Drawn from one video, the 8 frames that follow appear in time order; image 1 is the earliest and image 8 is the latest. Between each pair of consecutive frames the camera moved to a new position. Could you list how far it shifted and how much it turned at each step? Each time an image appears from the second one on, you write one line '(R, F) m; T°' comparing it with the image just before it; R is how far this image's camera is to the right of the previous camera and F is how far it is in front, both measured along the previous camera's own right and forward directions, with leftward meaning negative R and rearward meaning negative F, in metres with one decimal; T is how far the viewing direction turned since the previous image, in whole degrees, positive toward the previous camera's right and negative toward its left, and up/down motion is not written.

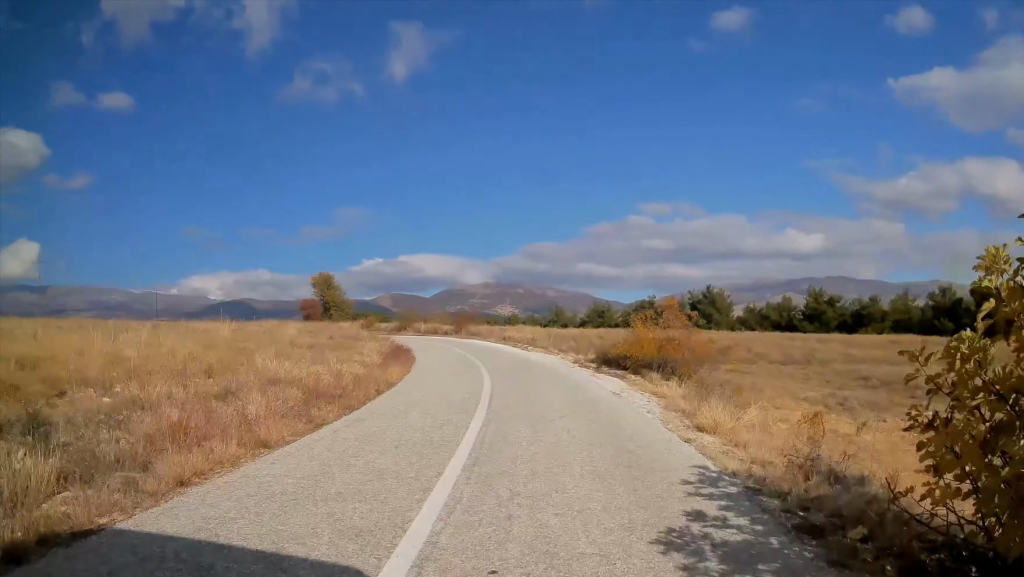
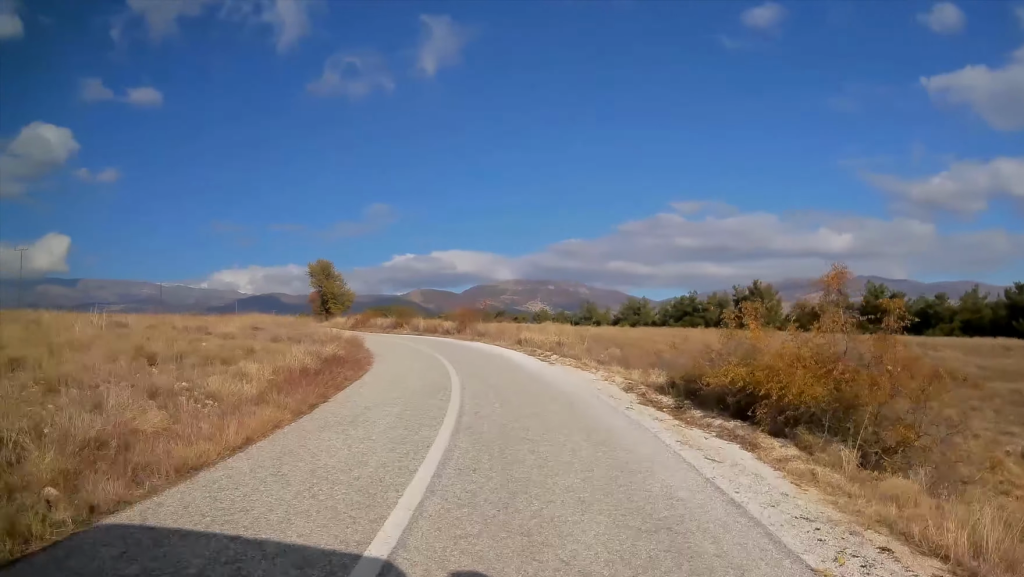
(-0.3, +11.6) m; -3°
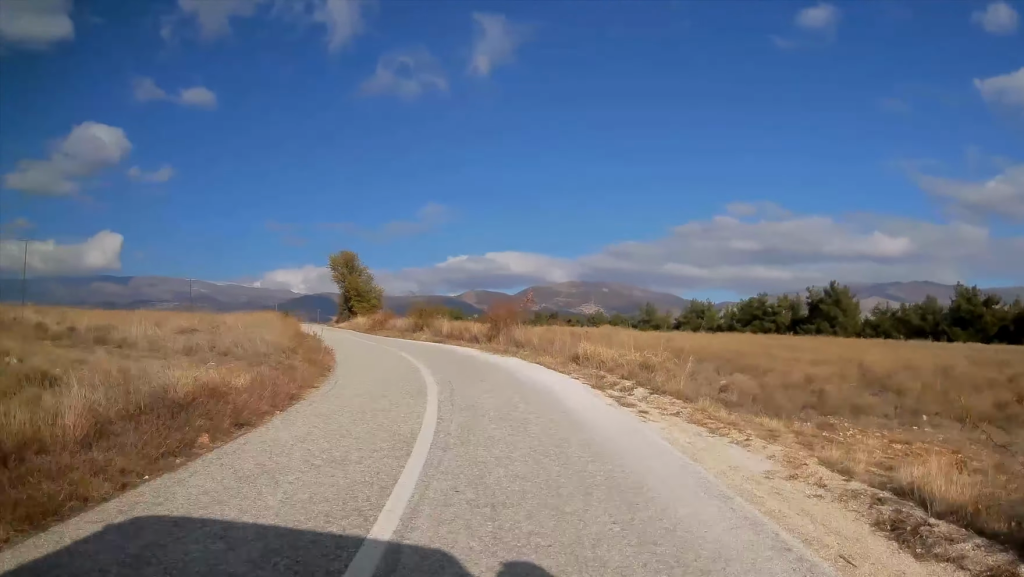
(-0.3, +10.5) m; -8°
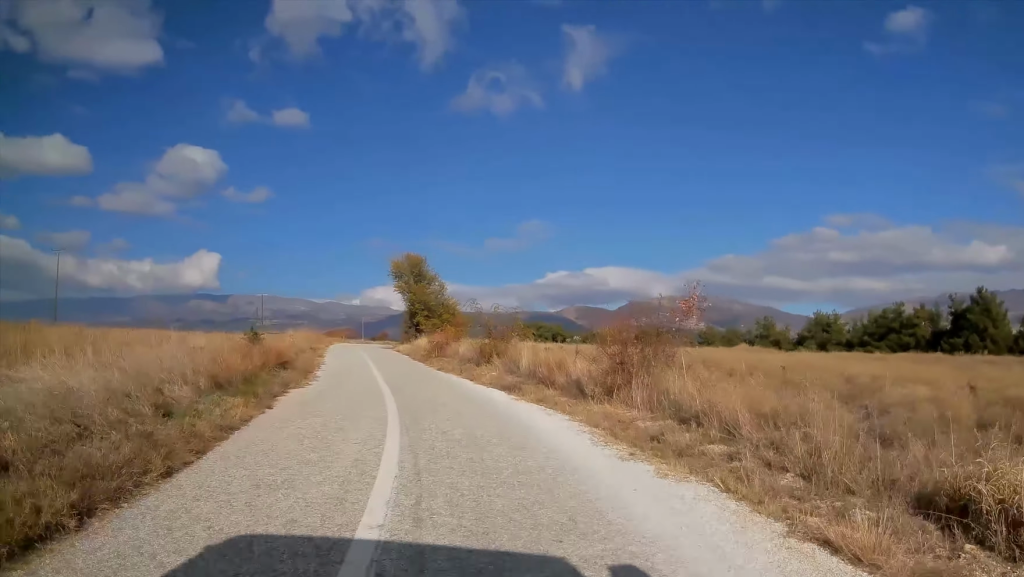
(-1.8, +13.3) m; -12°
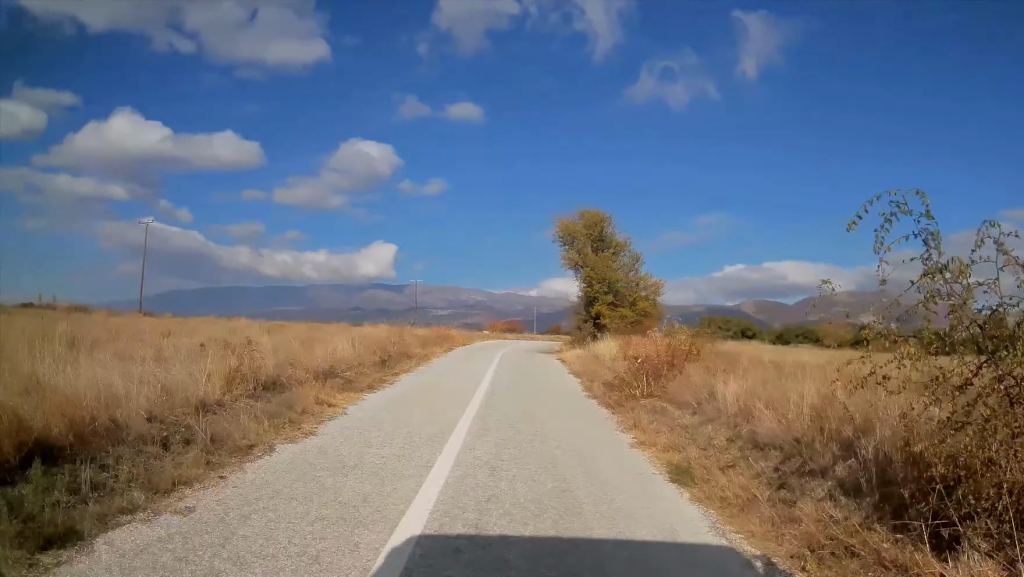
(-1.3, +18.7) m; -4°
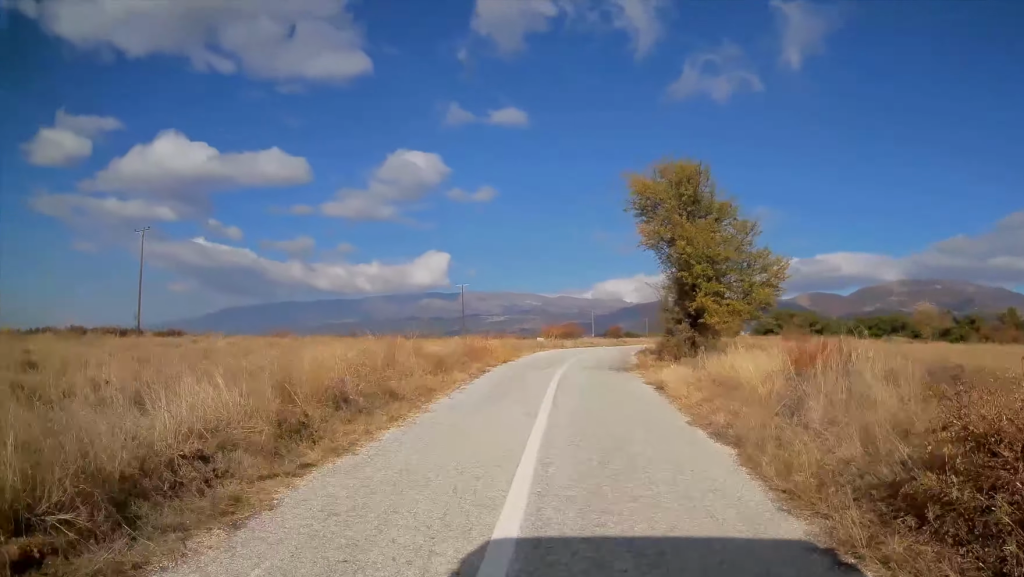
(0.0, +10.3) m; 0°
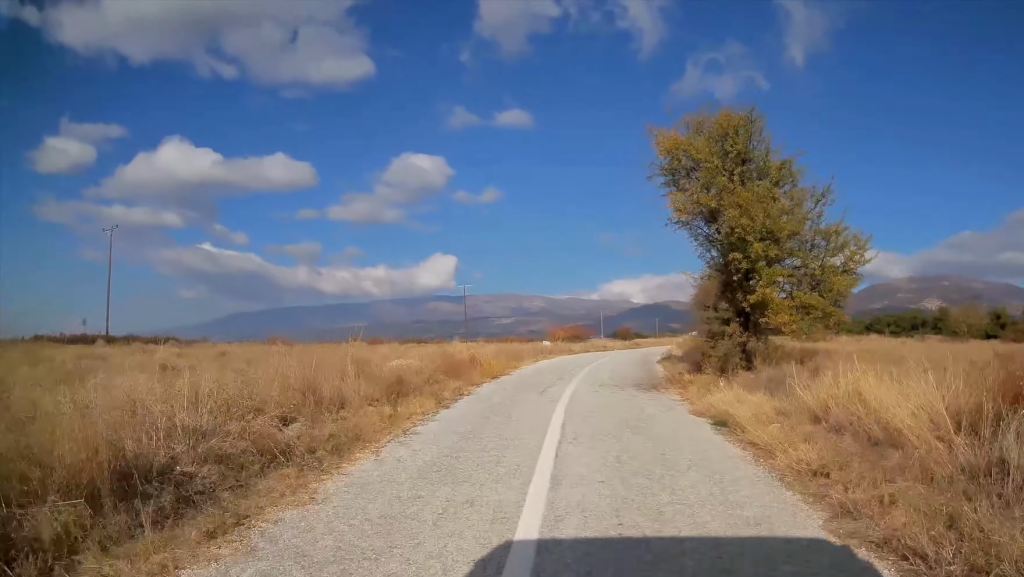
(0.0, +5.7) m; 0°
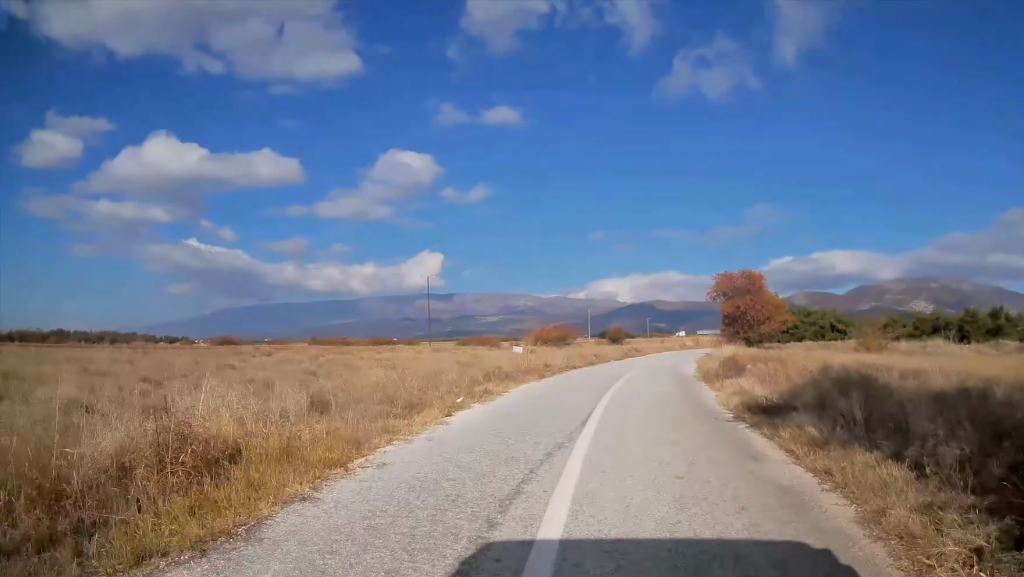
(0.0, +16.5) m; 0°
